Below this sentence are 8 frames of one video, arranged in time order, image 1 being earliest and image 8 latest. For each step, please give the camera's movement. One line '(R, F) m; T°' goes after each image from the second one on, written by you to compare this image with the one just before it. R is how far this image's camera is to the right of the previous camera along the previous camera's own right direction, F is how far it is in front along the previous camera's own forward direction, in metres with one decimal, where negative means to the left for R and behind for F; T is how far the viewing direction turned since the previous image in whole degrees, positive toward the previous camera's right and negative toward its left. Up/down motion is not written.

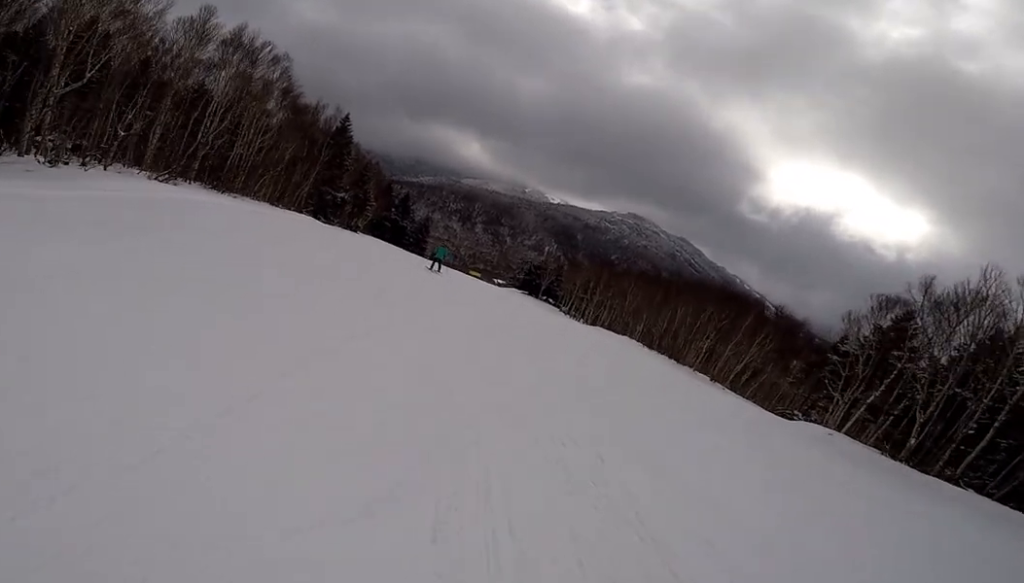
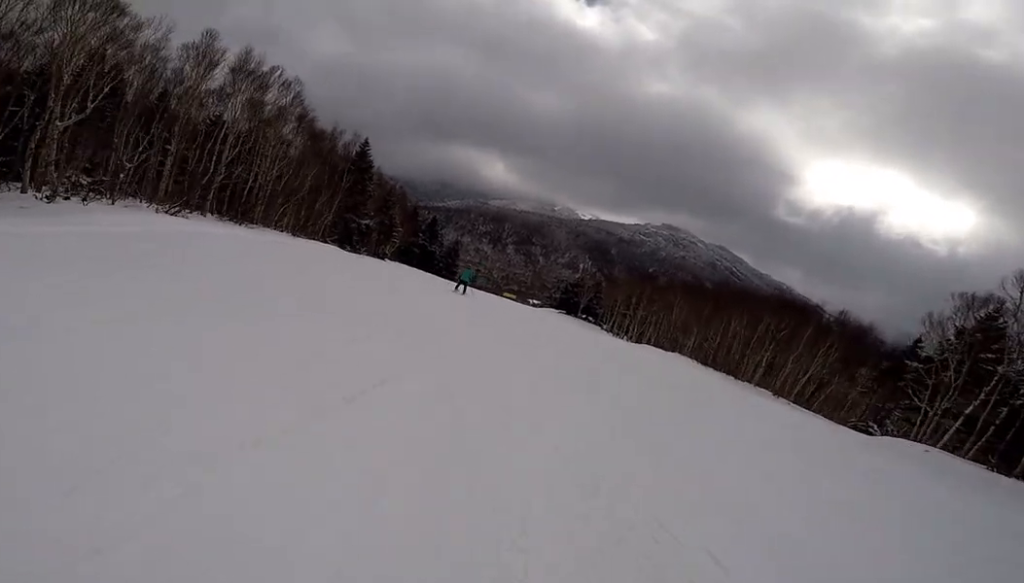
(+0.1, +2.1) m; -4°
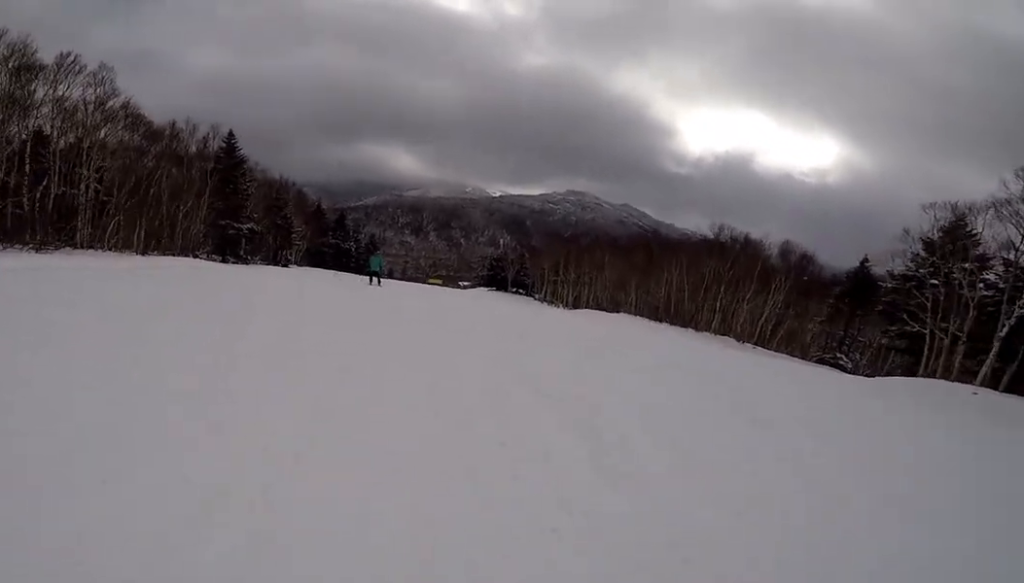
(-0.5, +7.3) m; +2°
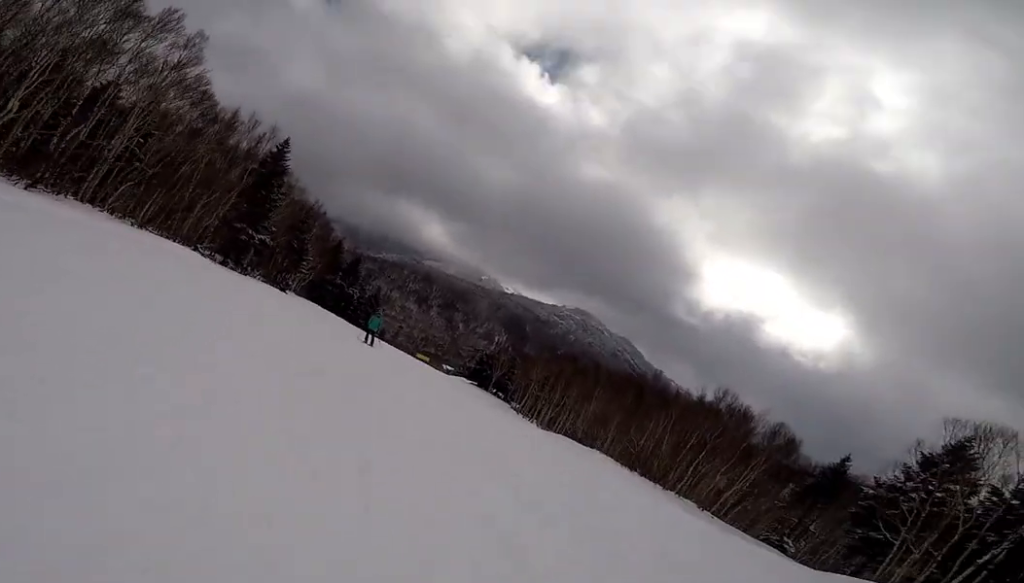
(+0.3, +2.5) m; +6°
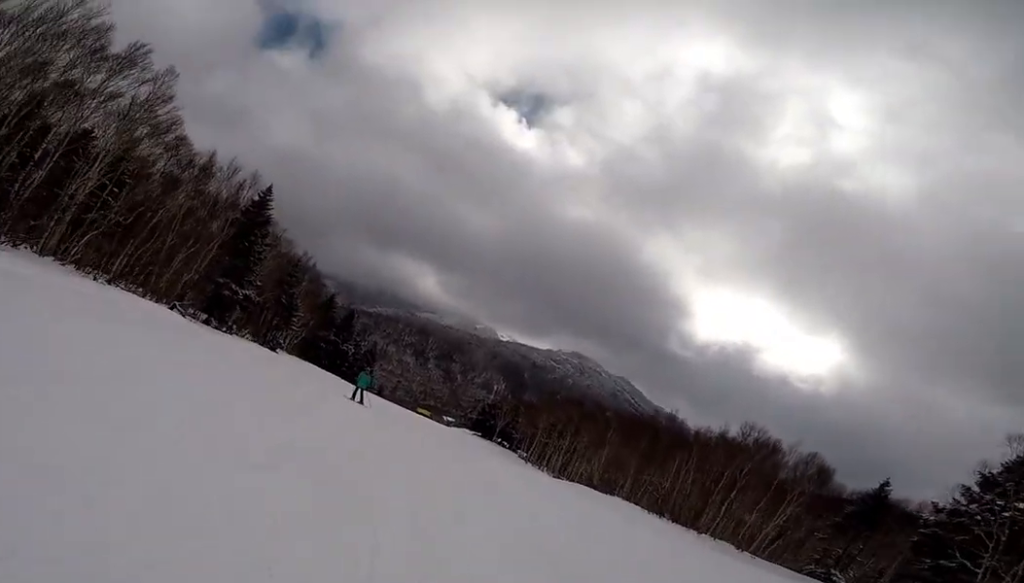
(+0.1, +2.7) m; -4°
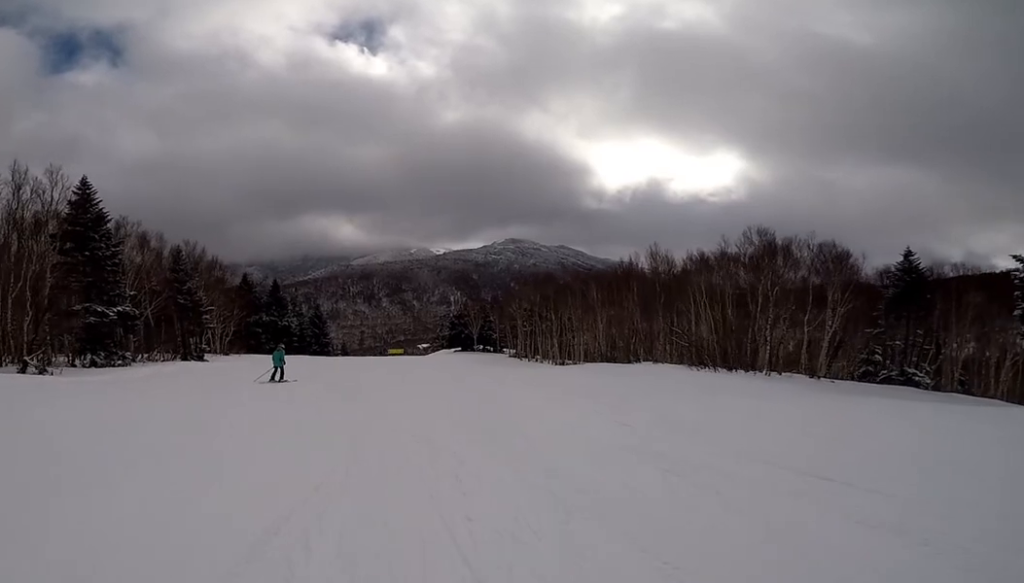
(-1.4, +7.1) m; -7°
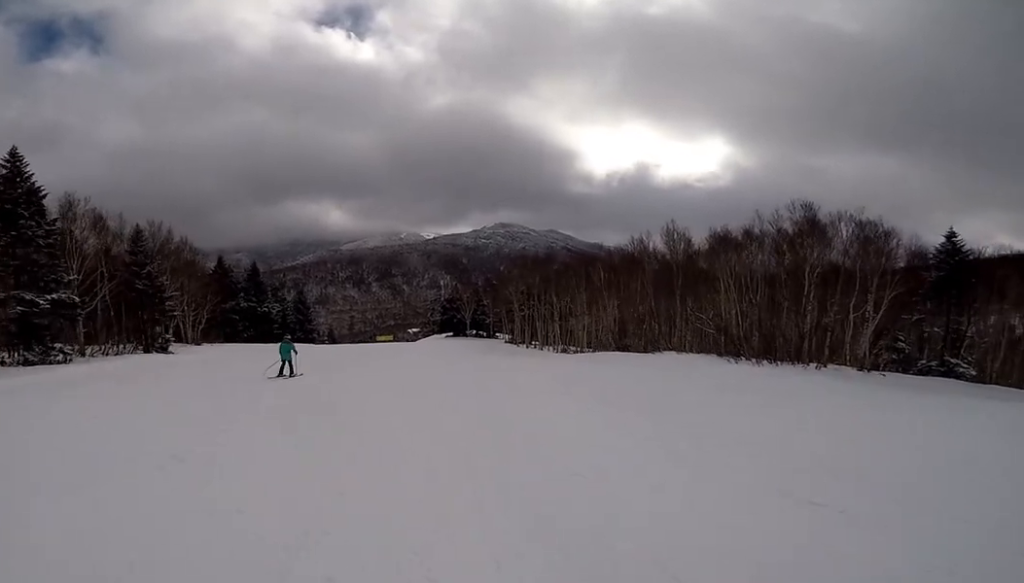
(+1.1, +5.0) m; +3°
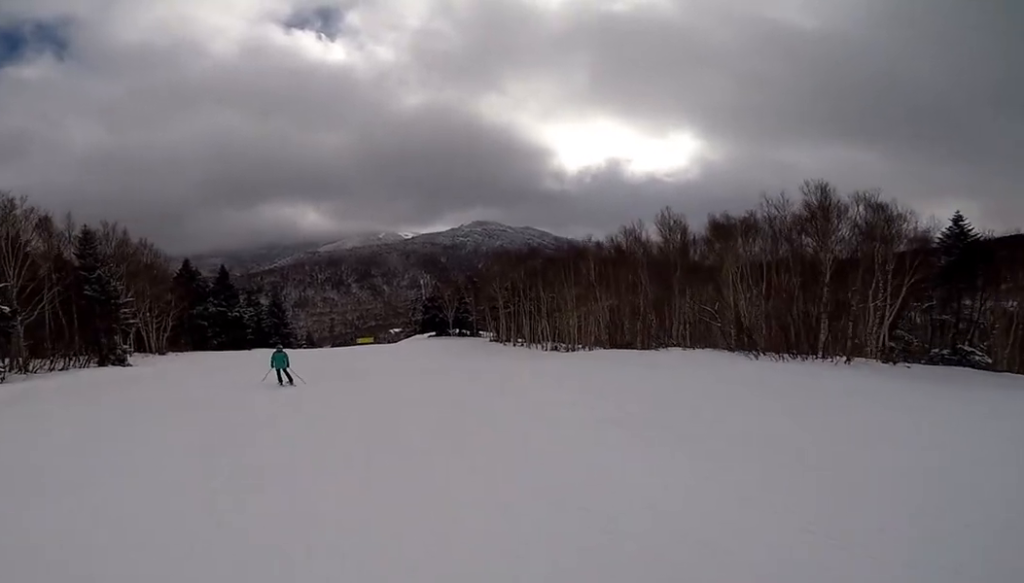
(-0.5, +3.7) m; -9°
